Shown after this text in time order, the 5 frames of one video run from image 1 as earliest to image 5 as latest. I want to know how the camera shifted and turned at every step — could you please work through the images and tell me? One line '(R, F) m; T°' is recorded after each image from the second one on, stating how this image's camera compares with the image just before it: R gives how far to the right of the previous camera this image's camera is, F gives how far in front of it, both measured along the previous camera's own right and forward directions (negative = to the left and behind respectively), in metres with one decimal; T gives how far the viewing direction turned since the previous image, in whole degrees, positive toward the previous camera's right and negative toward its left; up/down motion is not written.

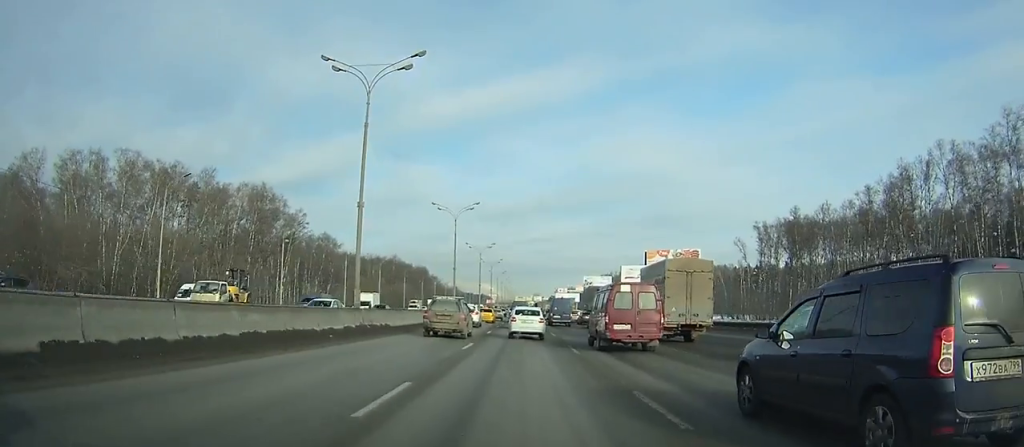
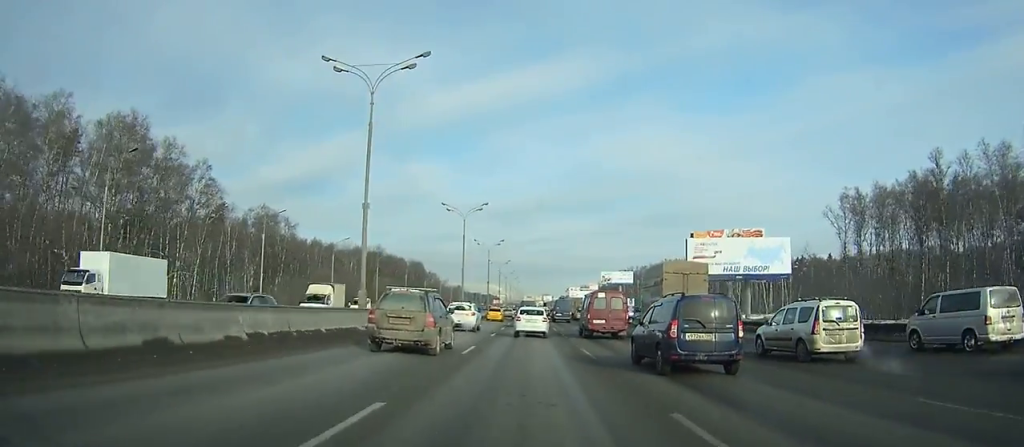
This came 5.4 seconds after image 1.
(-0.2, +39.2) m; 0°
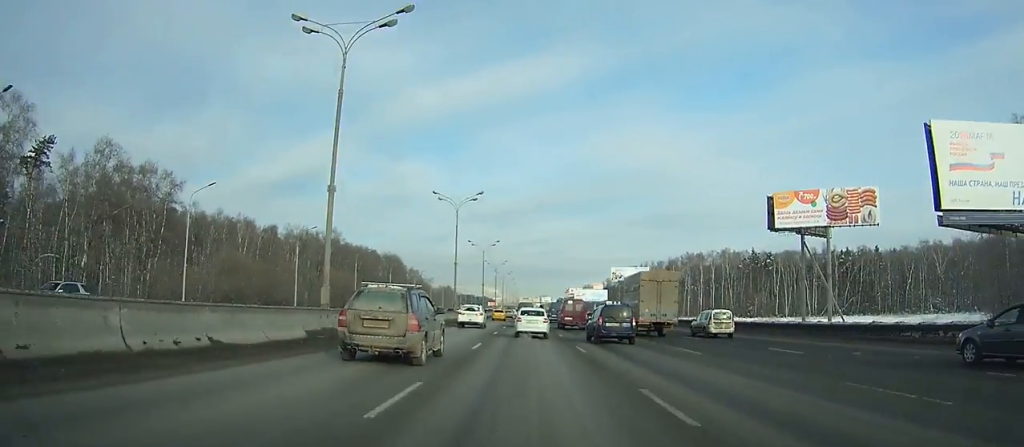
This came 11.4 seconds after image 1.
(+0.1, +44.5) m; +1°
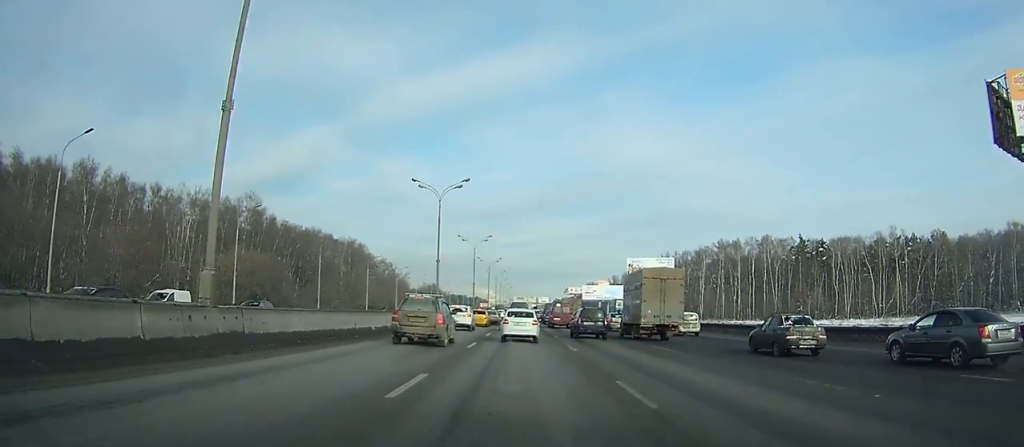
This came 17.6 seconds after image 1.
(-0.1, +44.6) m; 0°
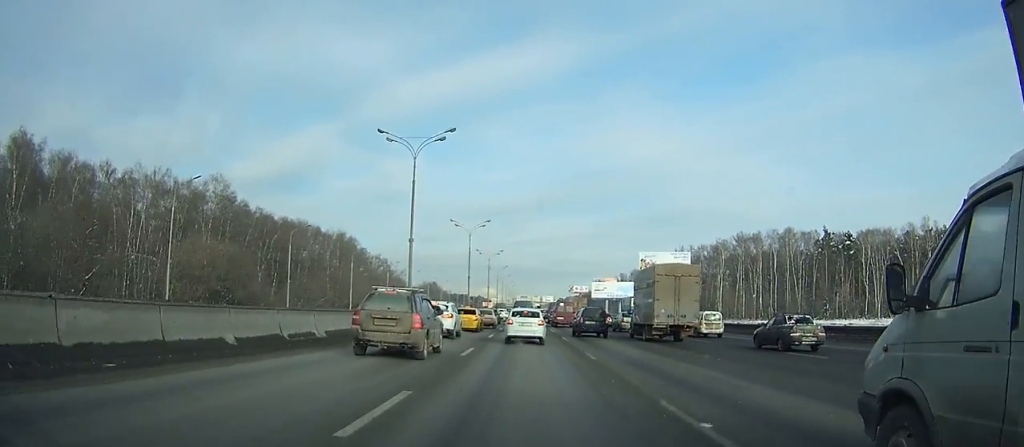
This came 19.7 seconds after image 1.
(0.0, +13.9) m; 0°
